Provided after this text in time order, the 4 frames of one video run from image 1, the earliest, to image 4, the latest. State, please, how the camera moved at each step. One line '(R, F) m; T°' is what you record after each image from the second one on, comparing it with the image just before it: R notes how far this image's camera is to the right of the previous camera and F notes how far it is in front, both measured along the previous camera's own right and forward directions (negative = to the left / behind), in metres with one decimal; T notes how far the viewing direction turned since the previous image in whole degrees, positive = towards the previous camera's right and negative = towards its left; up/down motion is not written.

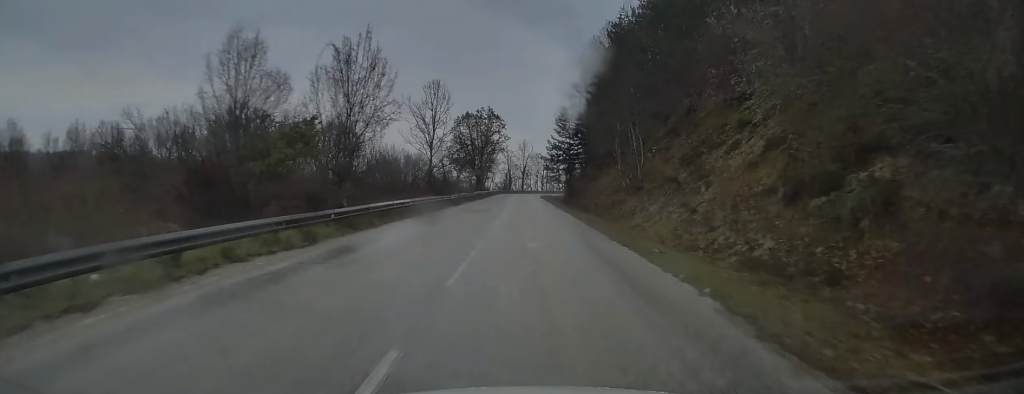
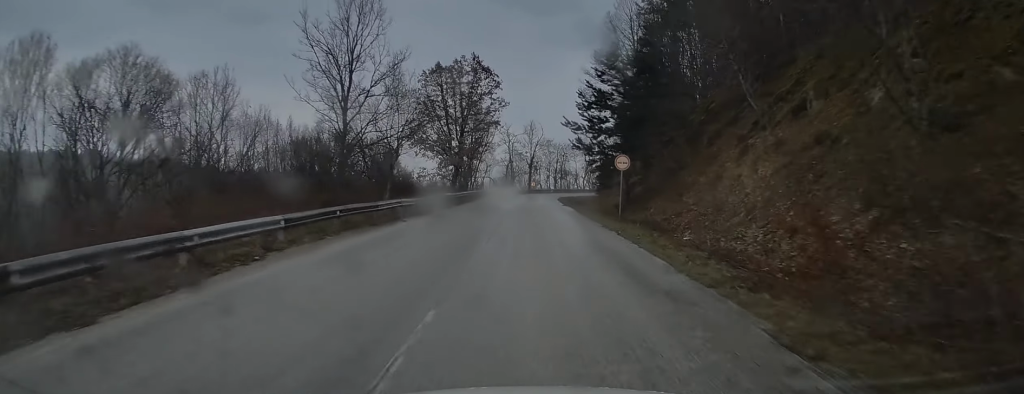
(-0.2, +35.7) m; +1°
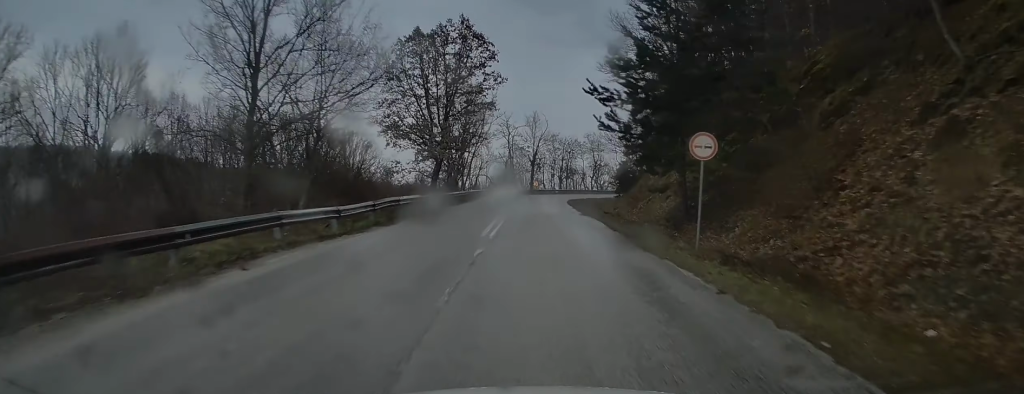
(+0.2, +12.3) m; +2°
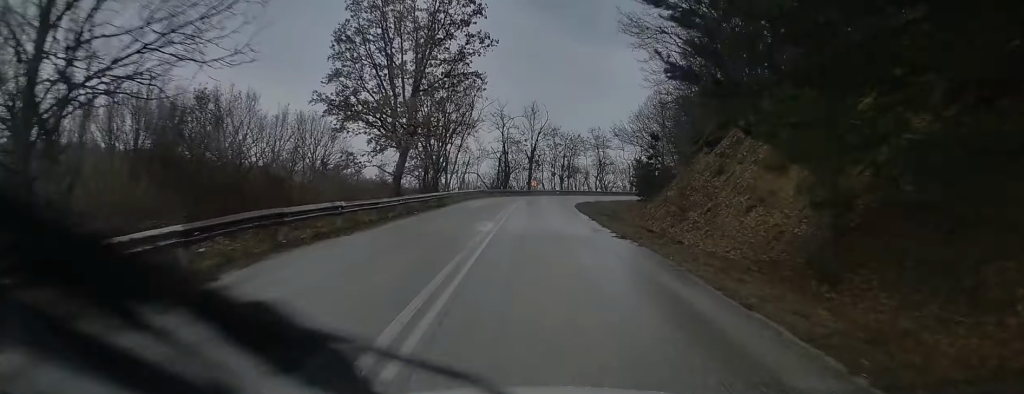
(+0.2, +11.3) m; +1°
